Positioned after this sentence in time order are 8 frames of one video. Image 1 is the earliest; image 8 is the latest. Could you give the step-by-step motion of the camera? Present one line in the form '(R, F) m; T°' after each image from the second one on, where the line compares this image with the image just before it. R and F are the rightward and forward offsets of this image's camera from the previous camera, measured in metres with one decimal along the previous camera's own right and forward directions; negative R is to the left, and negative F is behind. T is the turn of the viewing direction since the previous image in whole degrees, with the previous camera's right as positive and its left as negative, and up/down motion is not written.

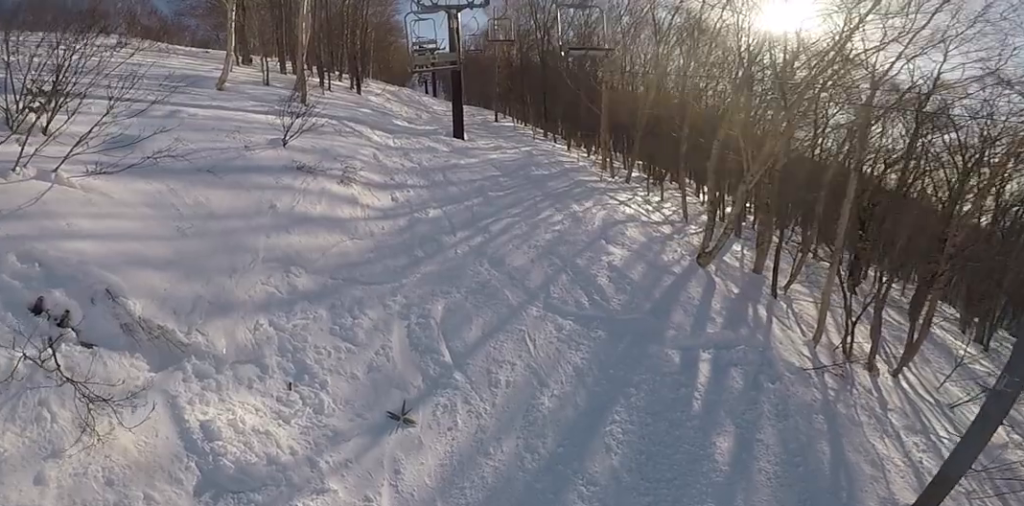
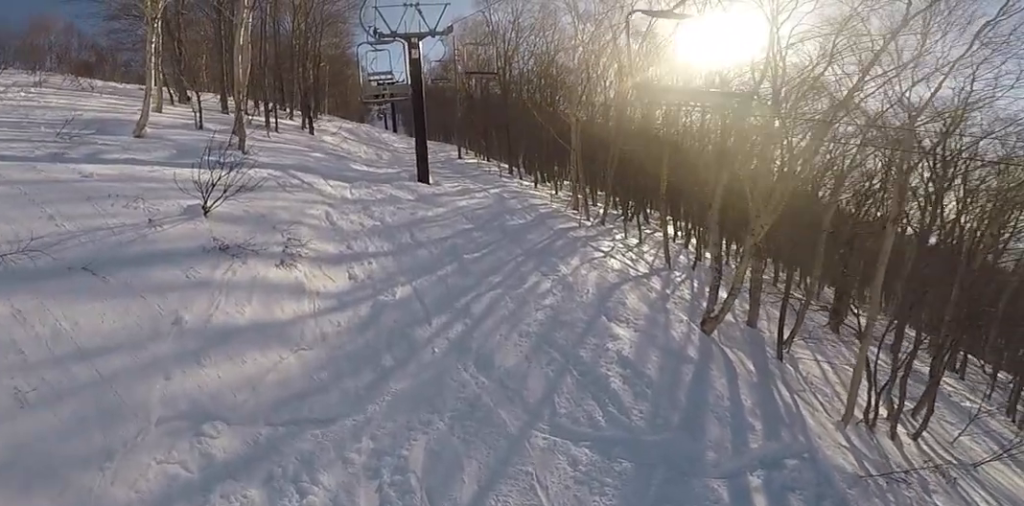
(0.0, +2.6) m; 0°
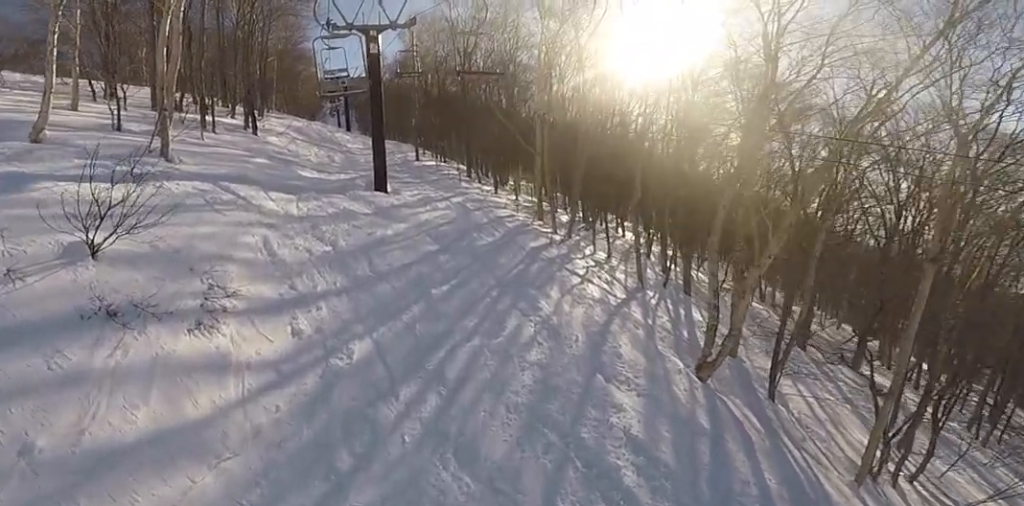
(0.0, +2.4) m; 0°
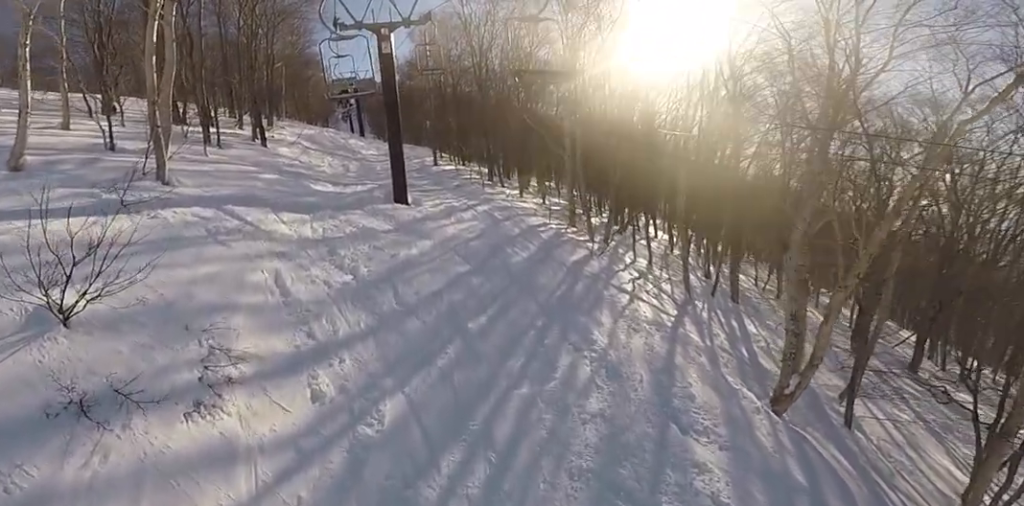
(0.0, +1.6) m; 0°
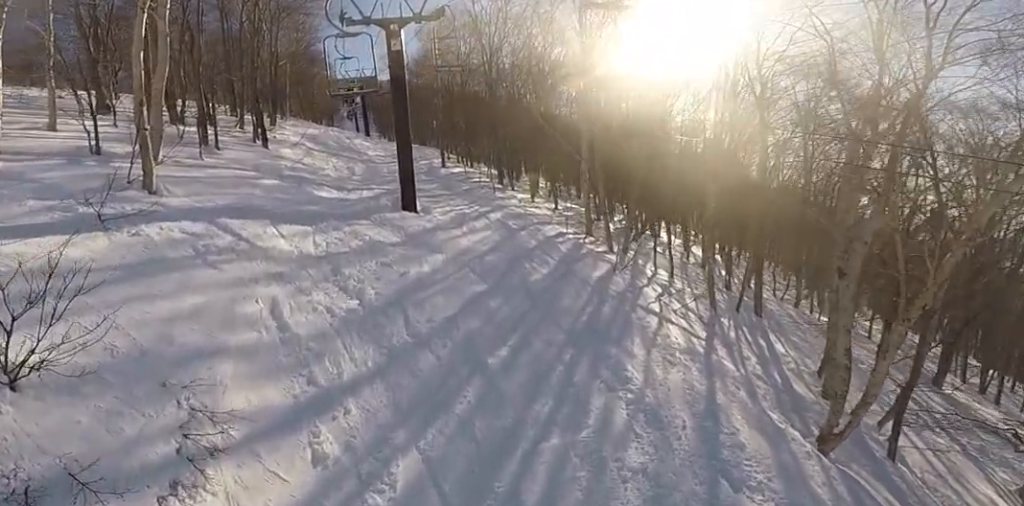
(0.0, +1.3) m; 0°
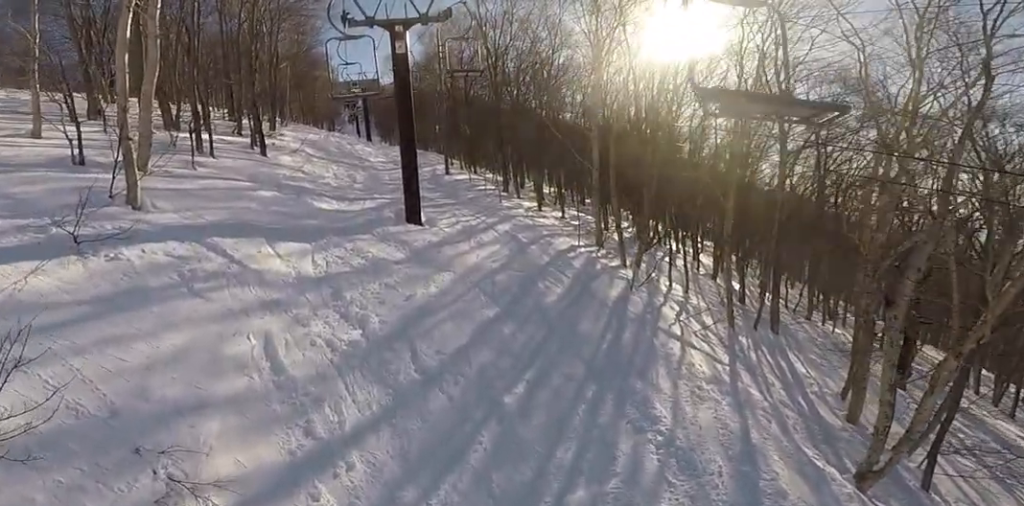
(0.0, +1.0) m; 0°
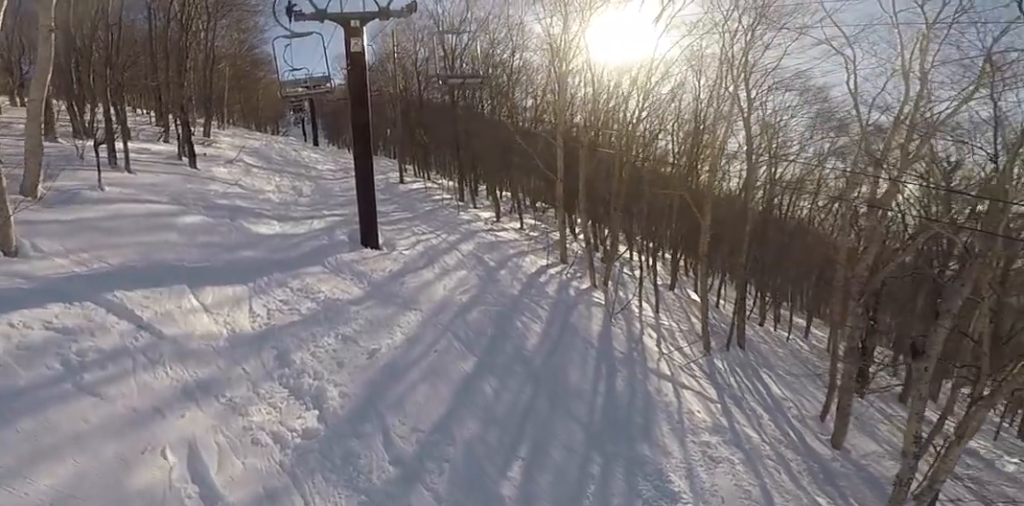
(0.0, +2.0) m; 0°
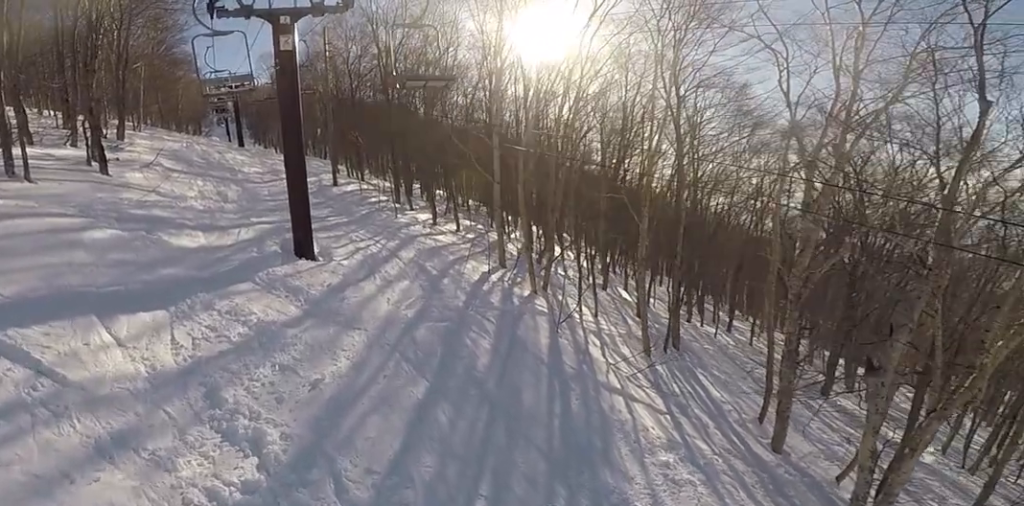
(0.0, +0.9) m; 0°
